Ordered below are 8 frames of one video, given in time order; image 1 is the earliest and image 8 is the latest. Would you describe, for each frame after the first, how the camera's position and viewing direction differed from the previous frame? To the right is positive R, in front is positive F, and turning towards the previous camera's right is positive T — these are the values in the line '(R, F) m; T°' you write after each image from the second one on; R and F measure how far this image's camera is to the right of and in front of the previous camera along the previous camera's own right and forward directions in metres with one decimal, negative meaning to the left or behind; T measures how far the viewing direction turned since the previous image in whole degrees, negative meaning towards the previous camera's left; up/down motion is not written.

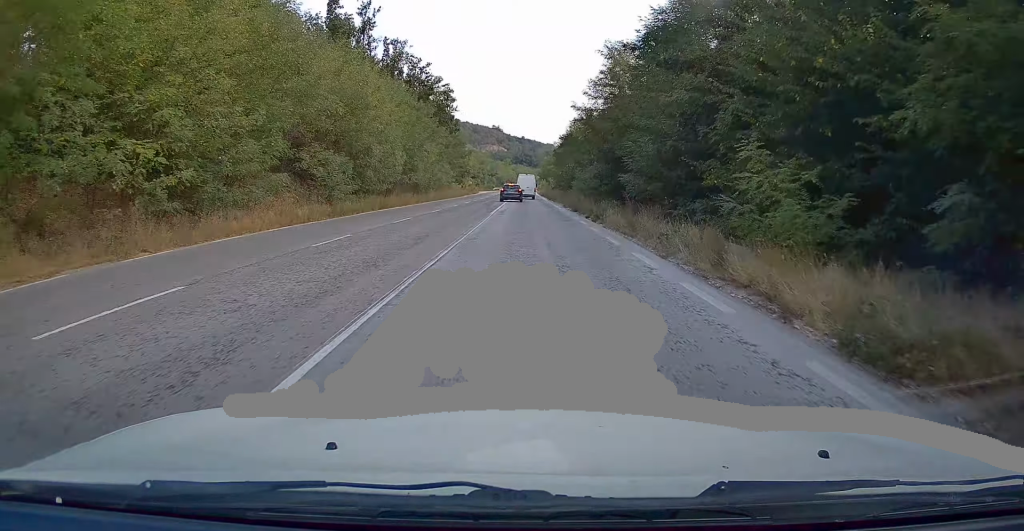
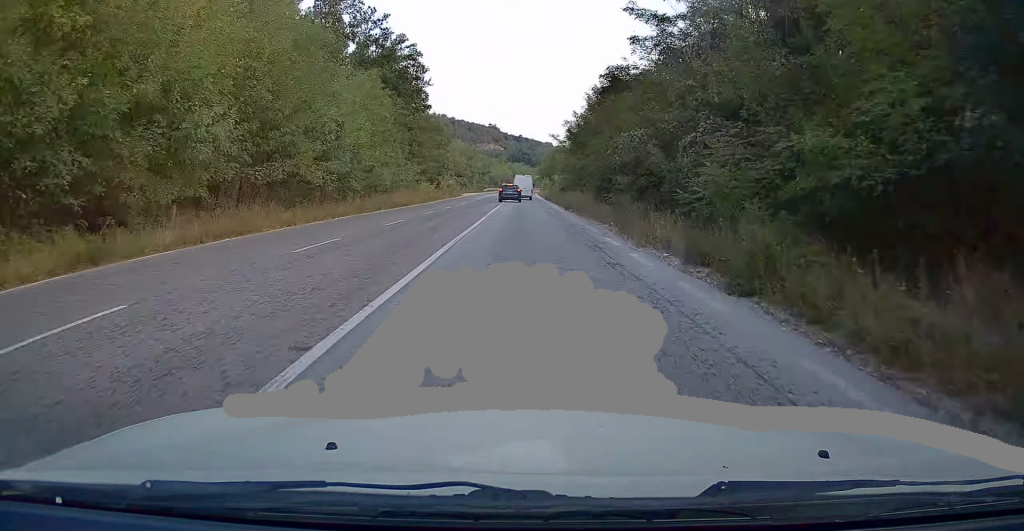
(+0.1, +28.0) m; 0°
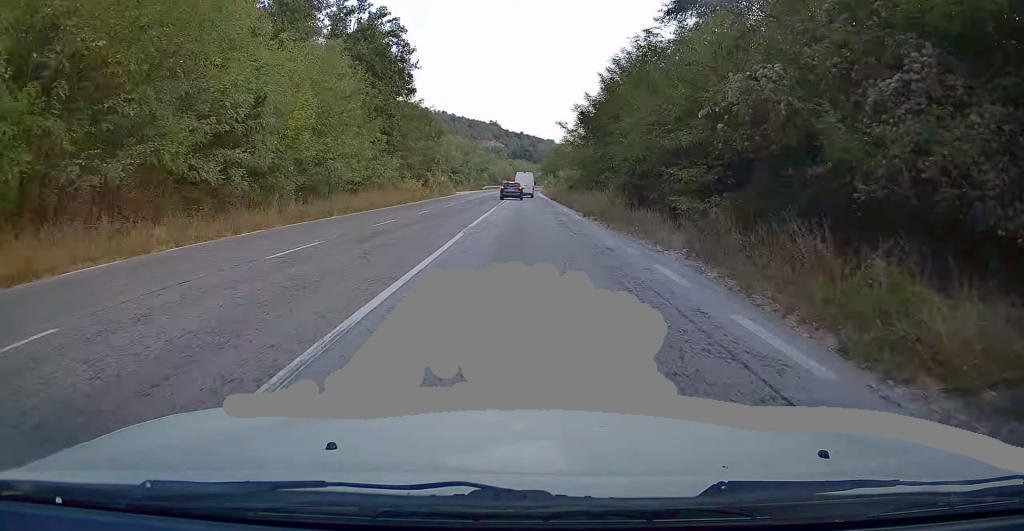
(-0.1, +10.4) m; 0°
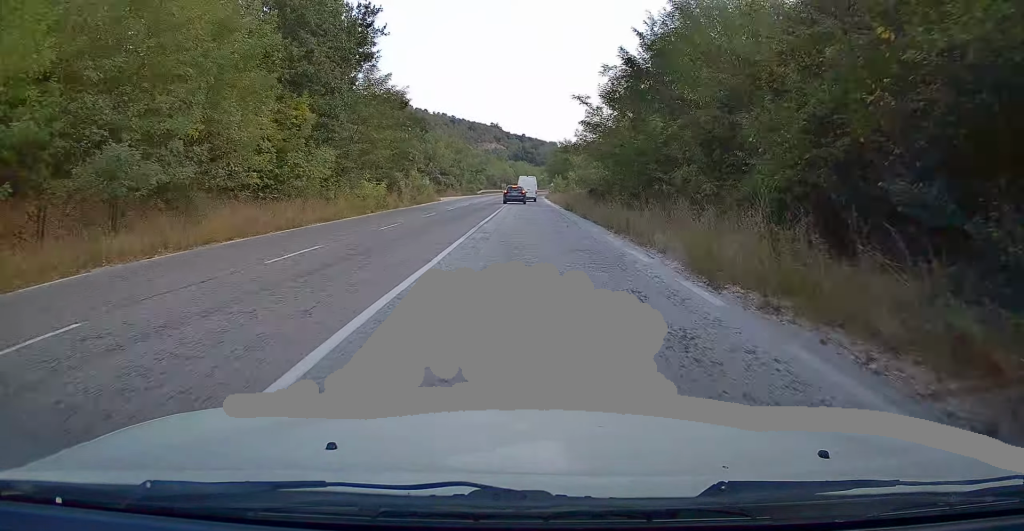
(+0.2, +17.5) m; 0°
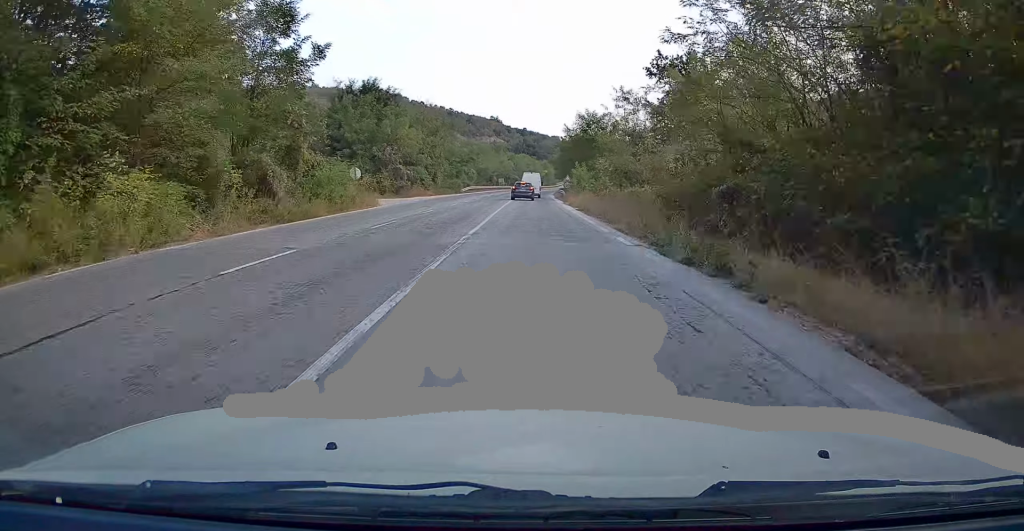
(-0.1, +30.0) m; 0°
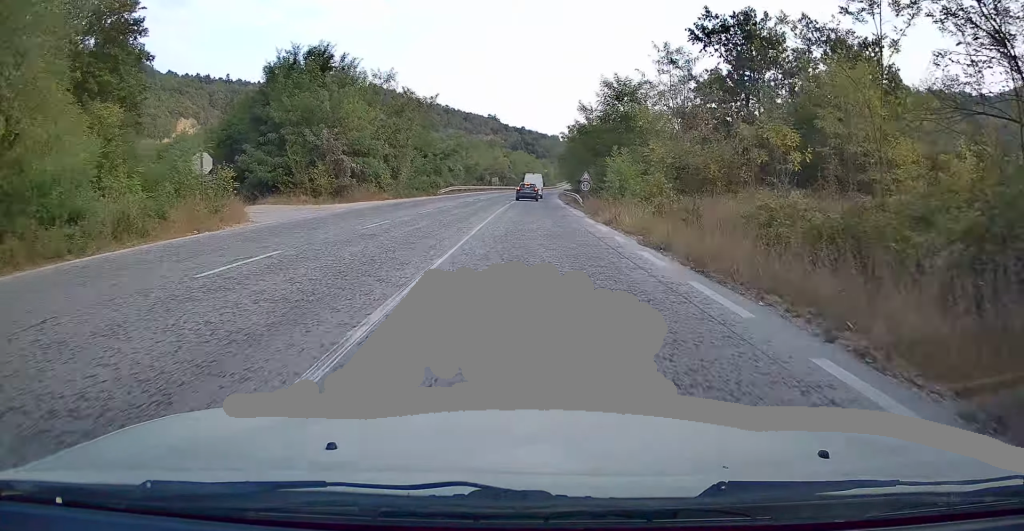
(+0.1, +20.1) m; 0°
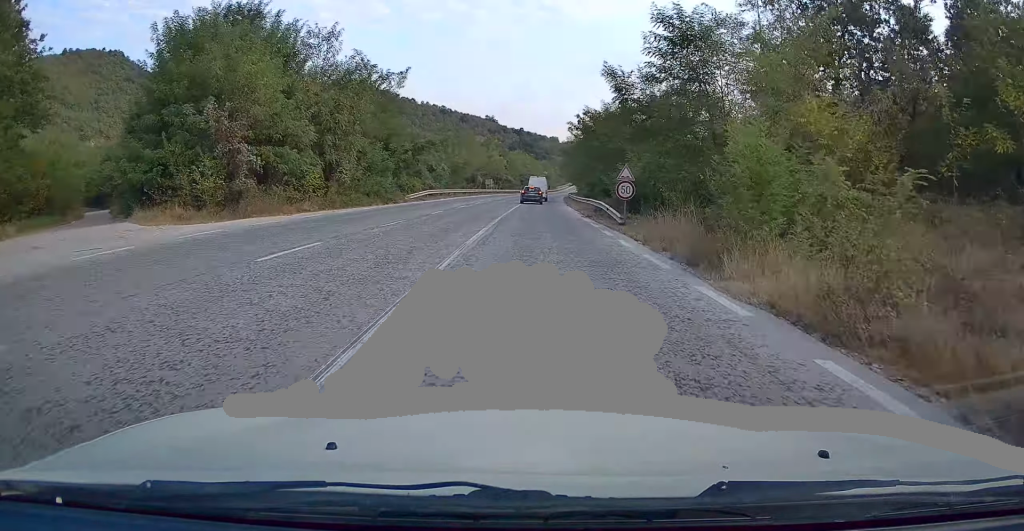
(-0.1, +16.4) m; 0°
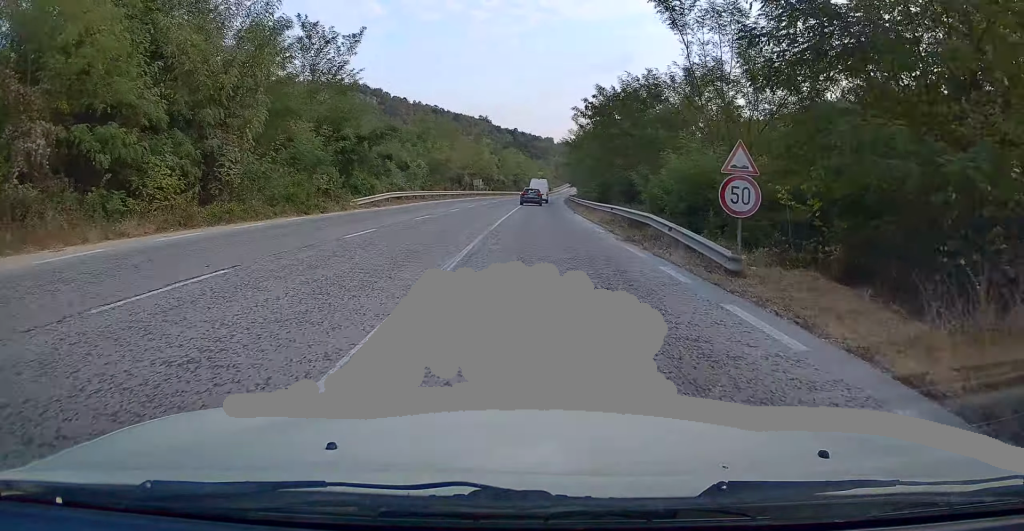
(0.0, +13.3) m; 0°
